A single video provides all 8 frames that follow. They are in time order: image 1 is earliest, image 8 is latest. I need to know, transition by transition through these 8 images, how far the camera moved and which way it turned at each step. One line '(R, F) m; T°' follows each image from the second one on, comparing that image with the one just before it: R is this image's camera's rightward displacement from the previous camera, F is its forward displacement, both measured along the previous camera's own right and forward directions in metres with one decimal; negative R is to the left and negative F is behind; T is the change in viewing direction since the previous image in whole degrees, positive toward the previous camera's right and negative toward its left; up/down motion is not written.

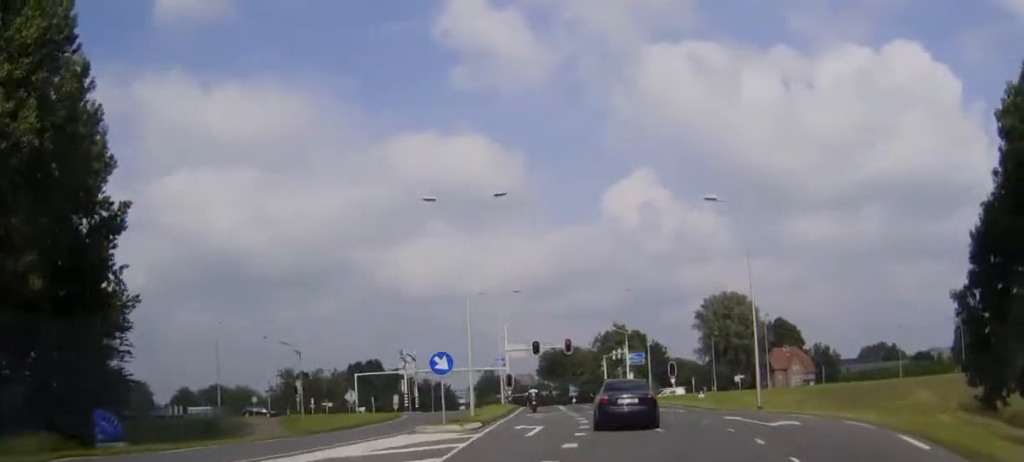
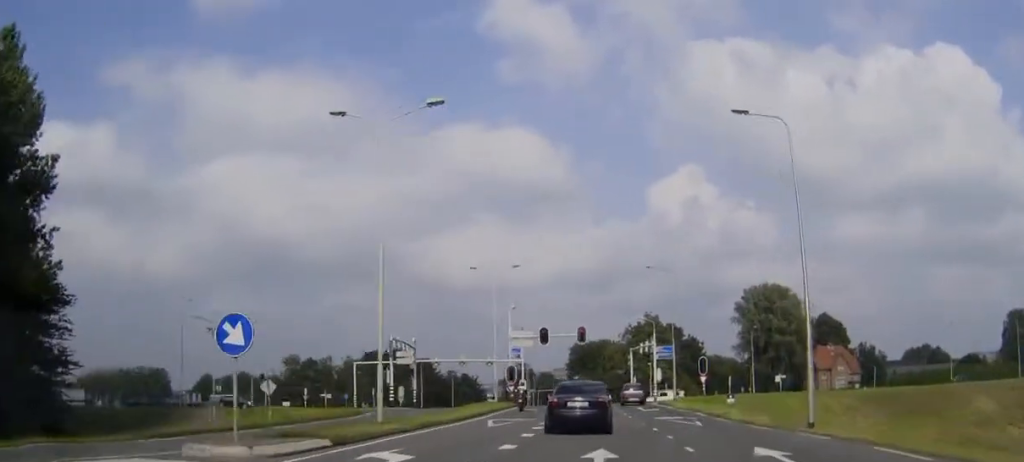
(-0.3, +12.2) m; -3°
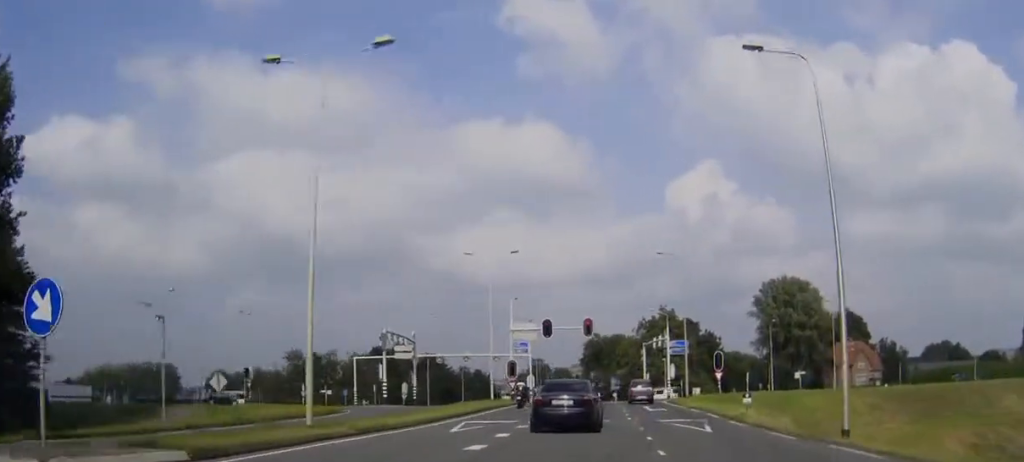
(0.0, +5.1) m; -1°
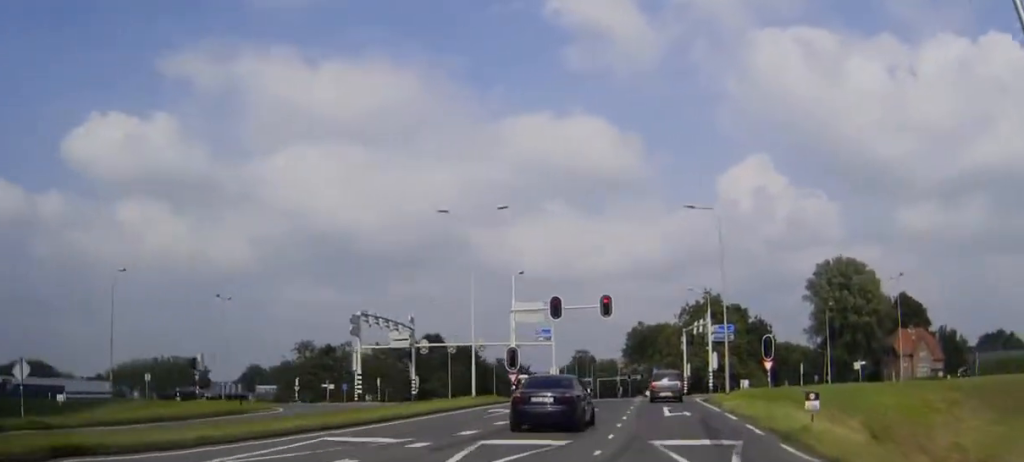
(-0.6, +12.8) m; -6°
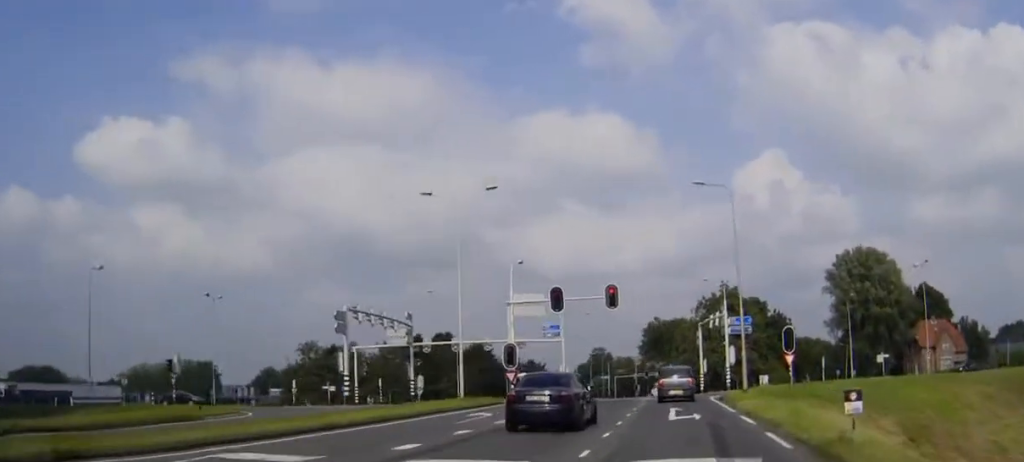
(-0.2, +4.4) m; -2°
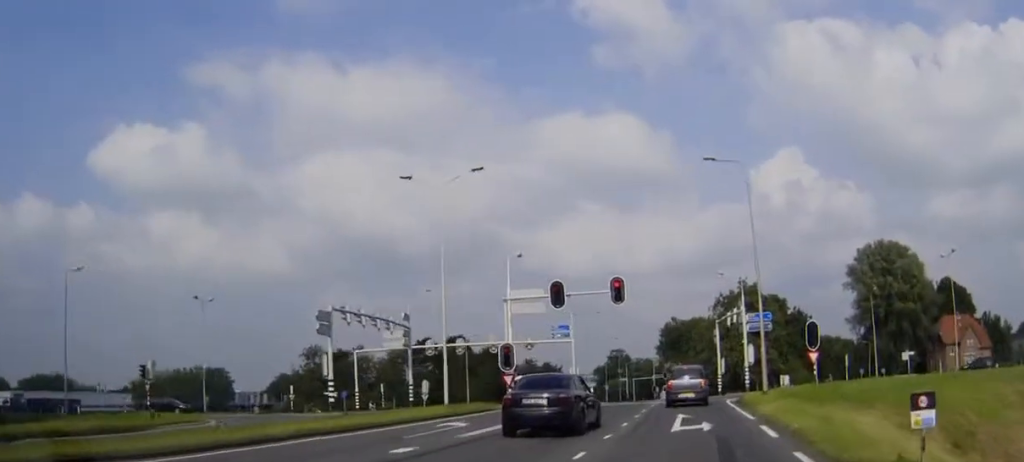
(-0.1, +4.4) m; -1°
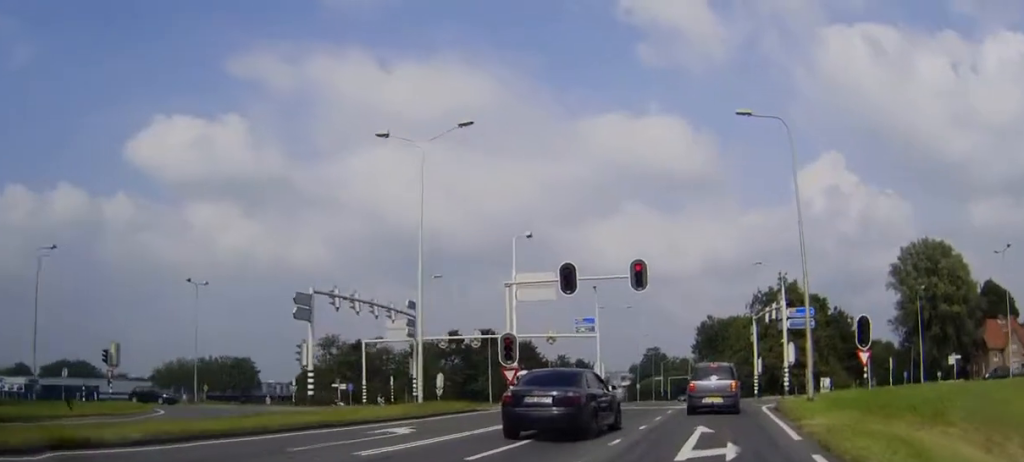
(0.0, +6.5) m; 0°
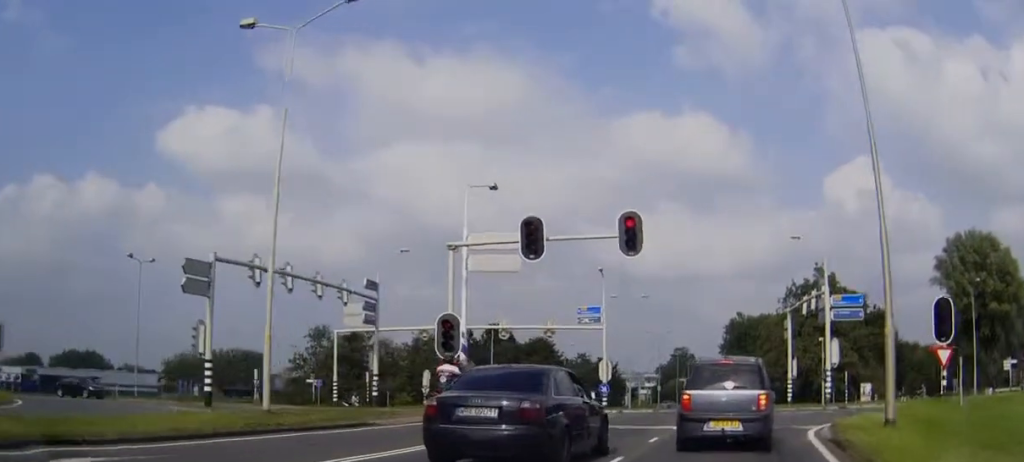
(0.0, +11.5) m; 0°
